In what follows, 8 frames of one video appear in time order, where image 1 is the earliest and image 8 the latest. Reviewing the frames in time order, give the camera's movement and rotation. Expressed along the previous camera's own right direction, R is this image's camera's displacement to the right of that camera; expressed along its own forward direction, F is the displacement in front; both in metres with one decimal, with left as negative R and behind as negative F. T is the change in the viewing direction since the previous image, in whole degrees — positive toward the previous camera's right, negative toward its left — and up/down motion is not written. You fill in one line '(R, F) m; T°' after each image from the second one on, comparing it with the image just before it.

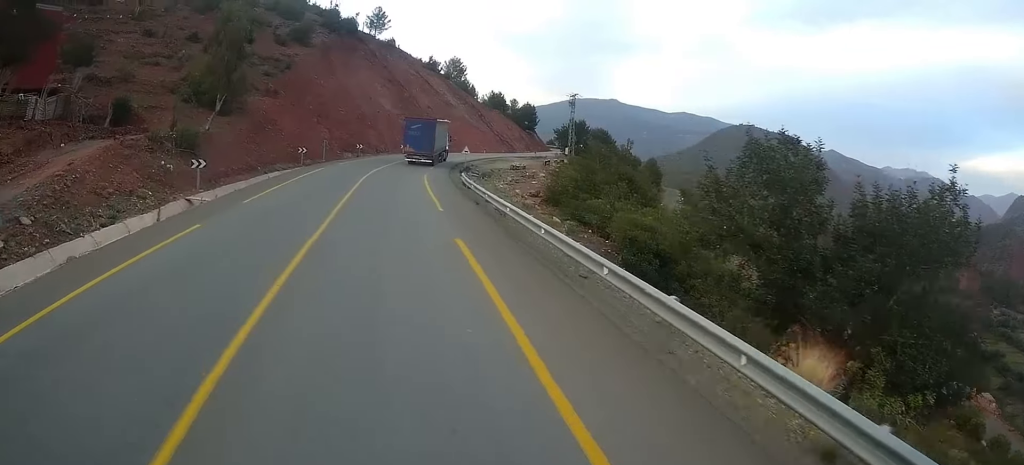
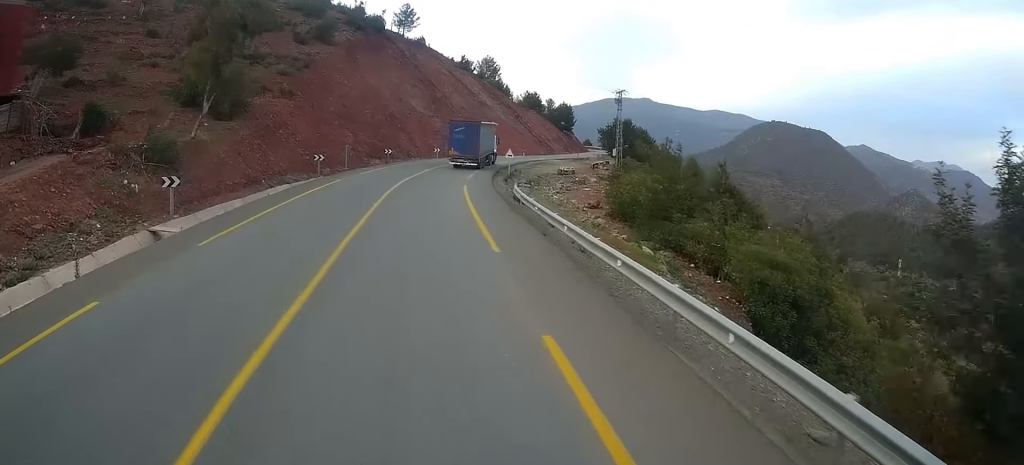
(-0.2, +7.1) m; -1°
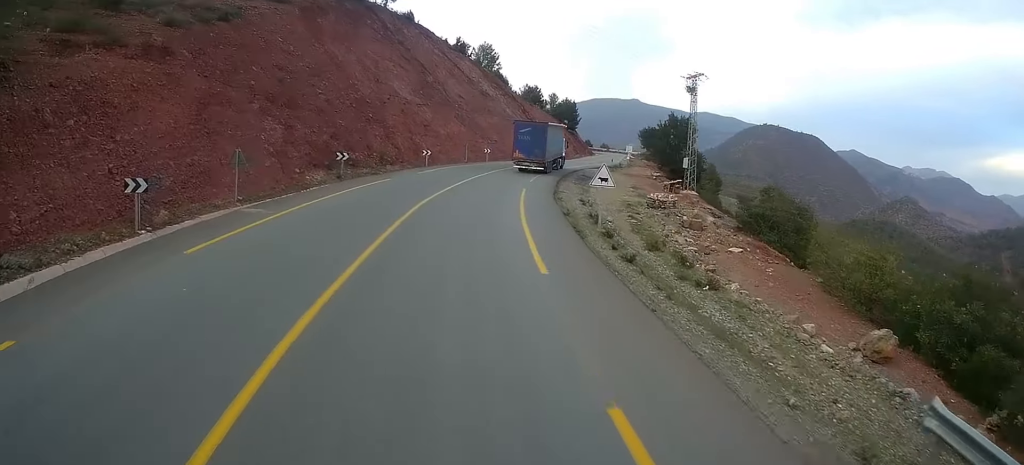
(+0.5, +28.0) m; +4°
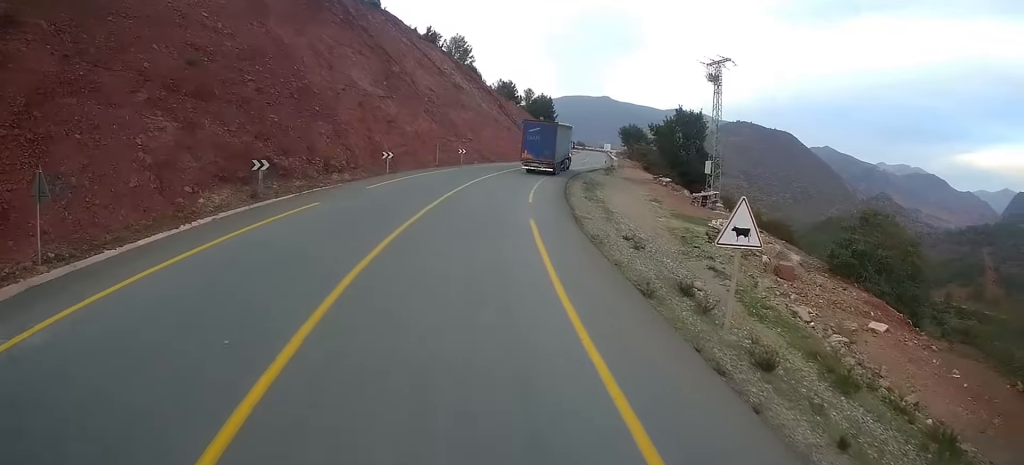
(+0.4, +12.0) m; +2°
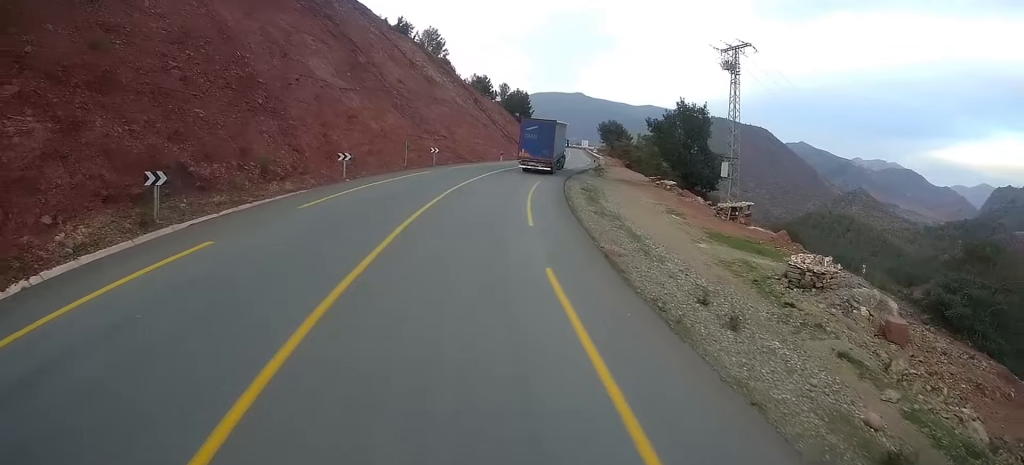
(+0.1, +7.8) m; +1°
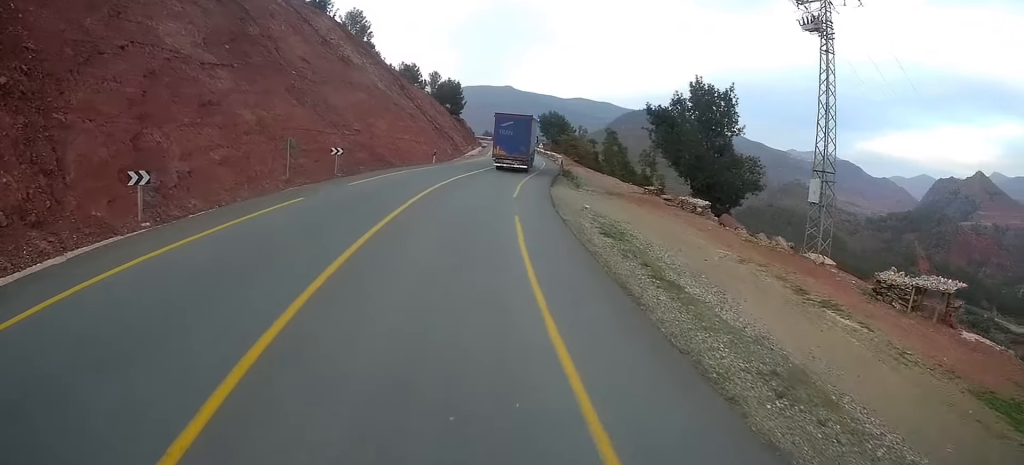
(+0.5, +18.5) m; +5°
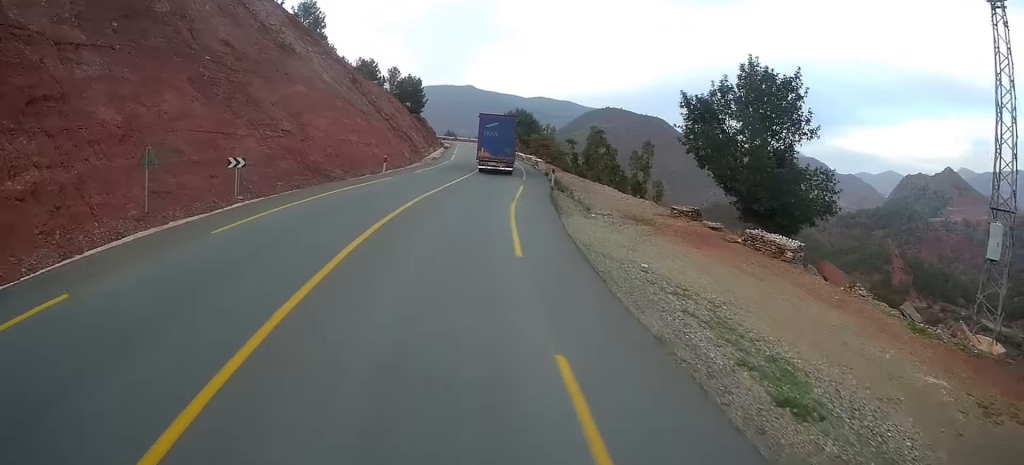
(+0.5, +12.2) m; +4°
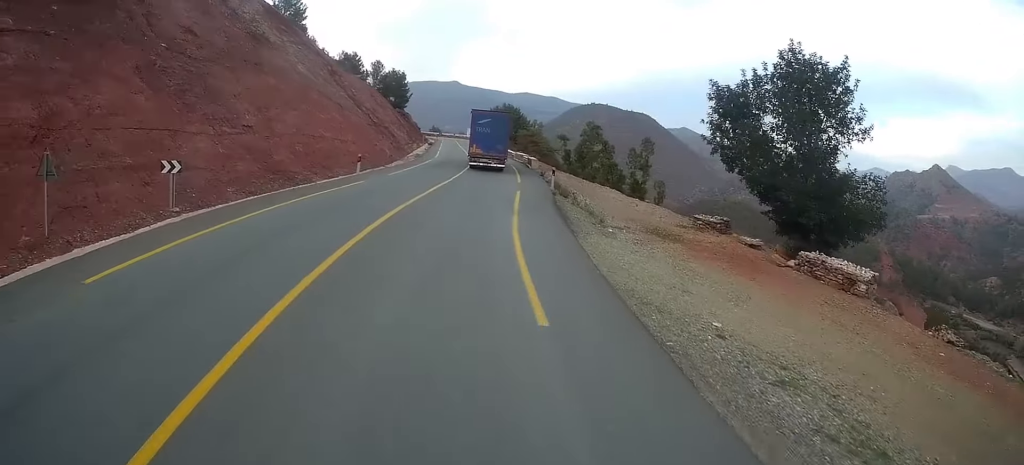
(+0.1, +5.0) m; +1°
